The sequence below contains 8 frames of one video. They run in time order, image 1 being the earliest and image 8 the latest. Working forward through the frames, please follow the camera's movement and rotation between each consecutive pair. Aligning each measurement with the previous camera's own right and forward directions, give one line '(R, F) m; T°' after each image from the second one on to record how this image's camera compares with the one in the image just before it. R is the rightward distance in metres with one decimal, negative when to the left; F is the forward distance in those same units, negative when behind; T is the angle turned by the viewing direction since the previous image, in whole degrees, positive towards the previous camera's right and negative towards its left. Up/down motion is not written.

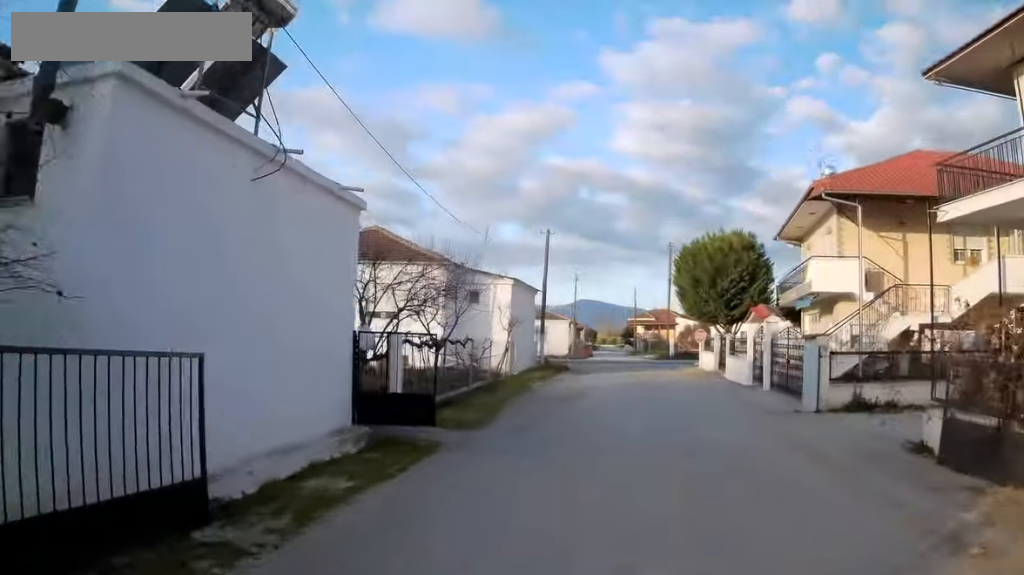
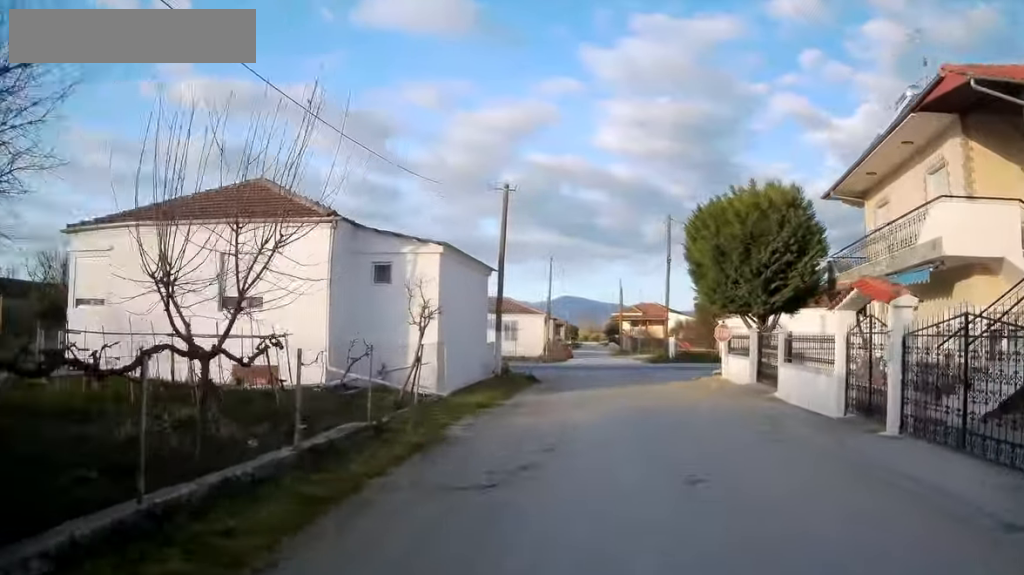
(-0.1, +9.9) m; 0°
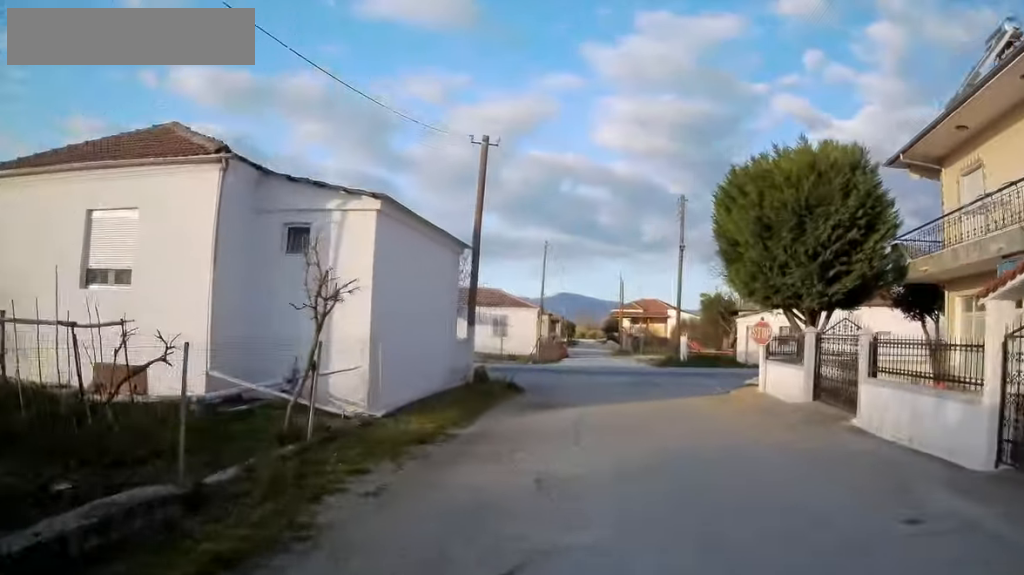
(0.0, +5.5) m; +2°
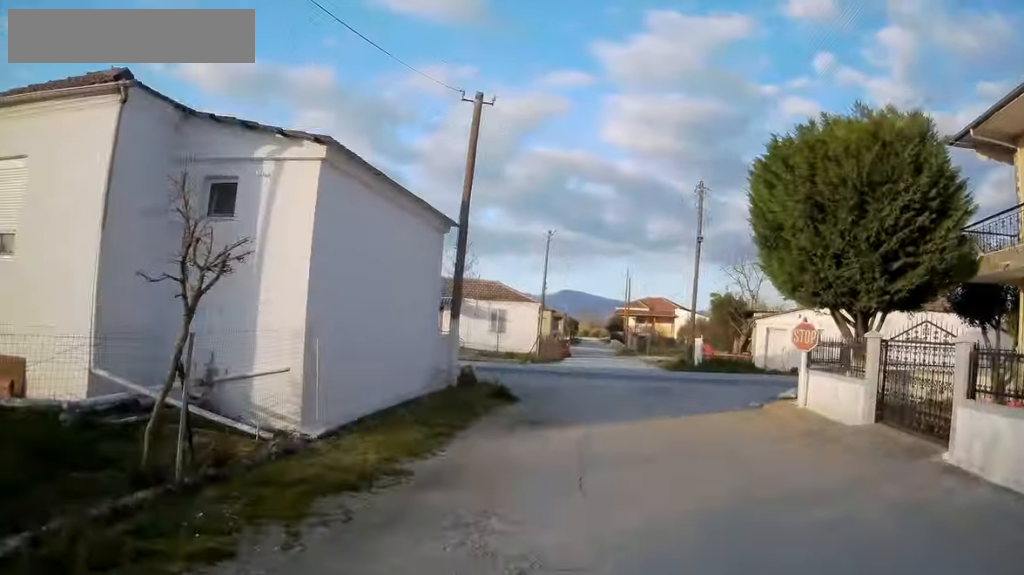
(+0.1, +3.2) m; -1°
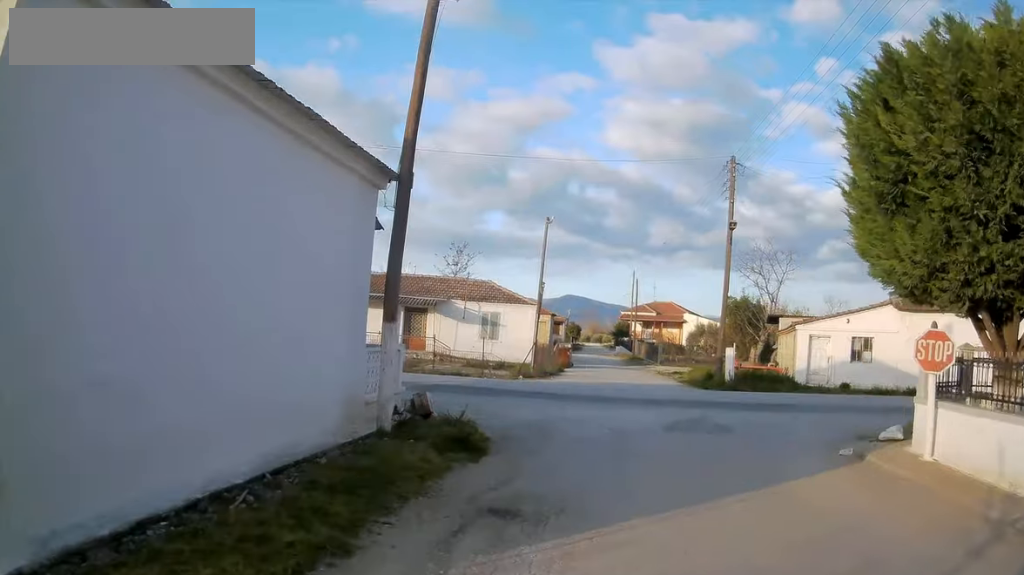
(0.0, +5.9) m; -2°
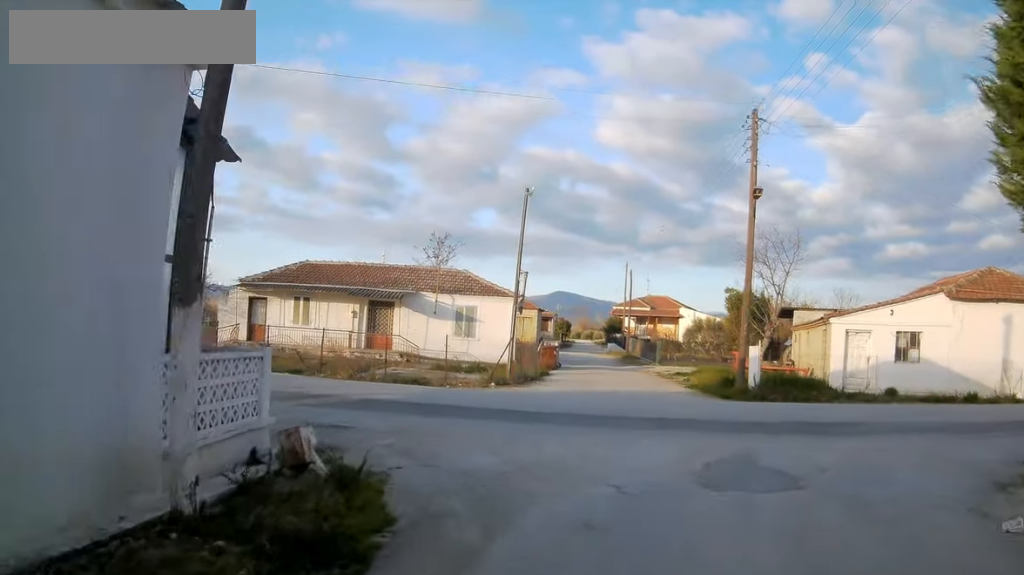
(-0.2, +5.6) m; 0°
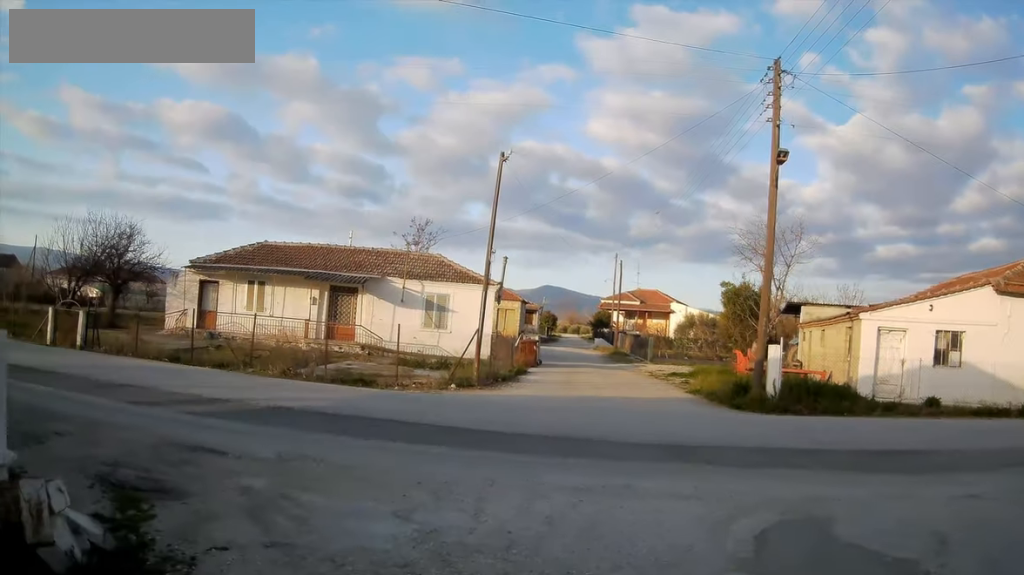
(0.0, +4.4) m; +6°
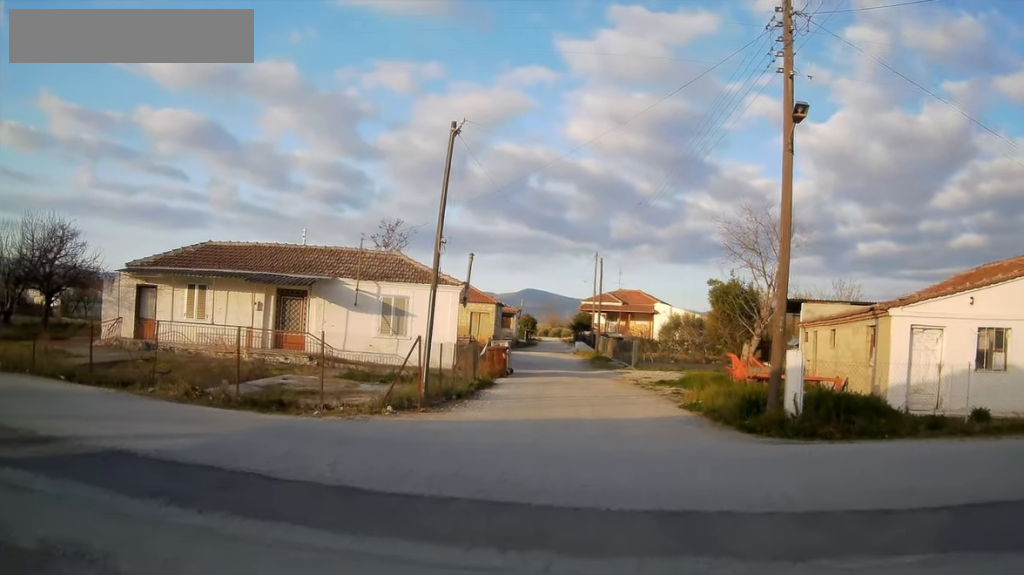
(+0.5, +4.5) m; 0°
